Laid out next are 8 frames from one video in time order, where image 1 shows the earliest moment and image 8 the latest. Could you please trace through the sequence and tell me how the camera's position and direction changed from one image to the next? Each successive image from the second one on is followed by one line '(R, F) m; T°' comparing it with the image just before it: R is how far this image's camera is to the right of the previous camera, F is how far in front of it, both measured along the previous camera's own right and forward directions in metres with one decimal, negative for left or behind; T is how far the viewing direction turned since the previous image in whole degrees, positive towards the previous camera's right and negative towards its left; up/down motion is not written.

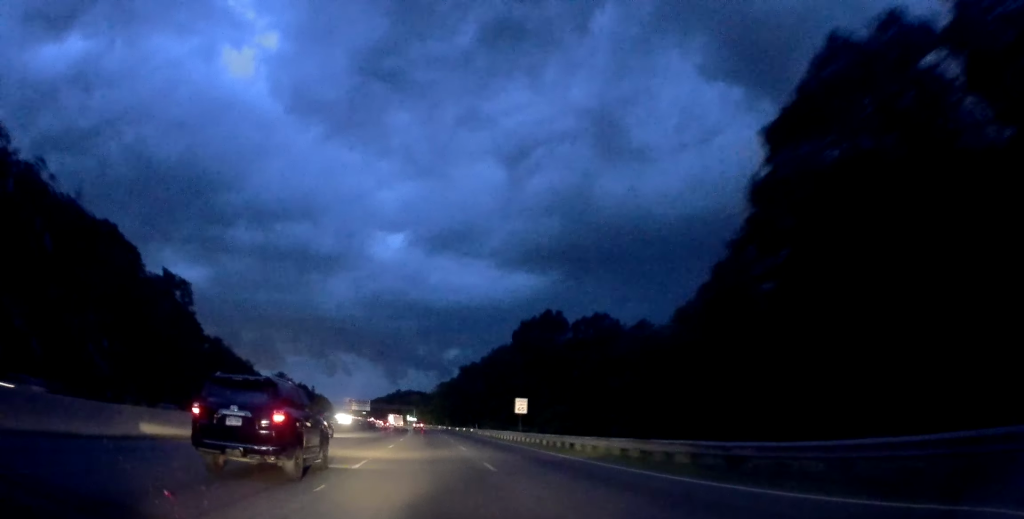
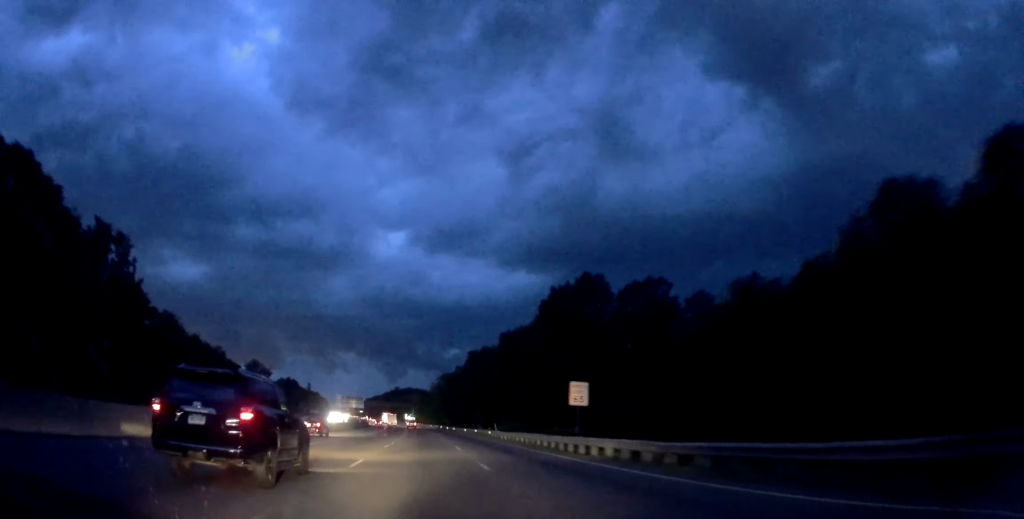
(0.0, +24.1) m; 0°
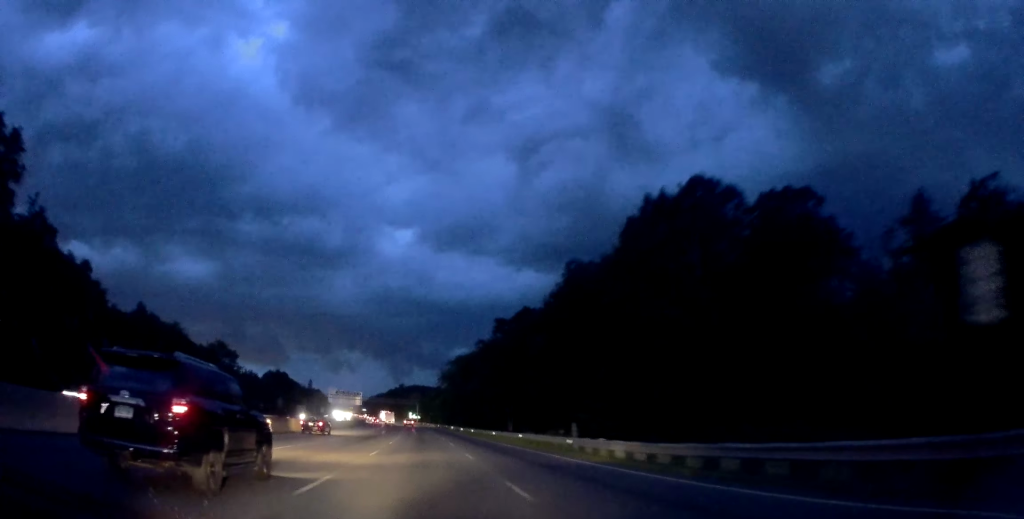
(+0.2, +29.8) m; +1°
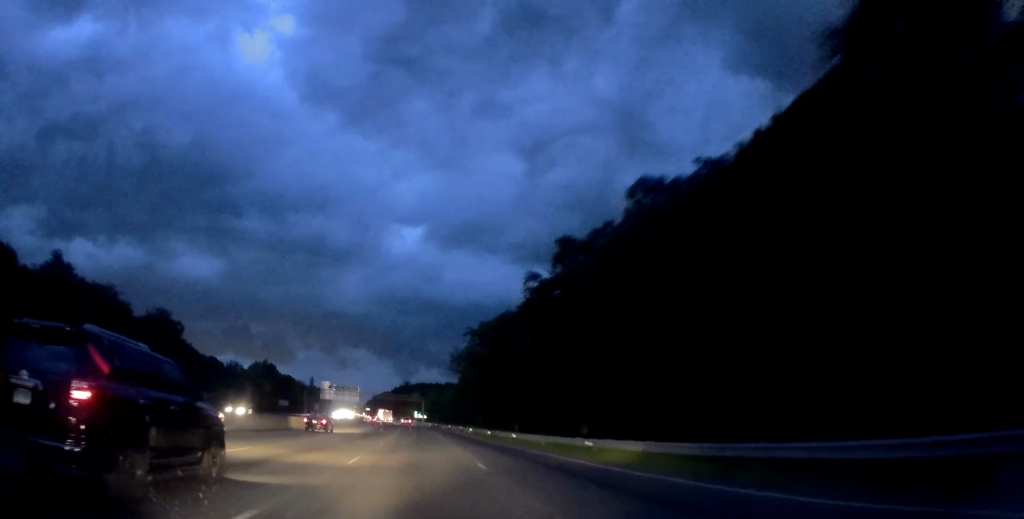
(0.0, +28.9) m; 0°
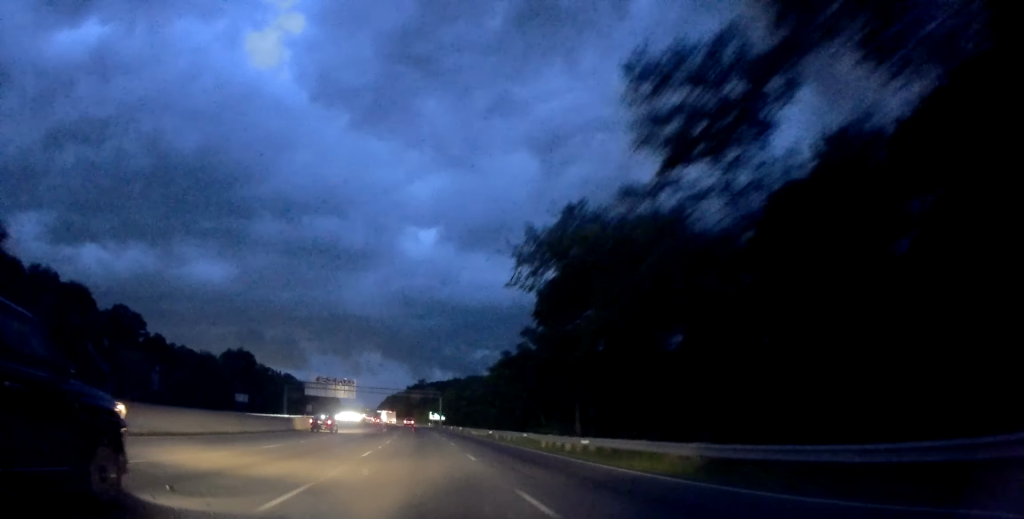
(-0.7, +45.0) m; -1°
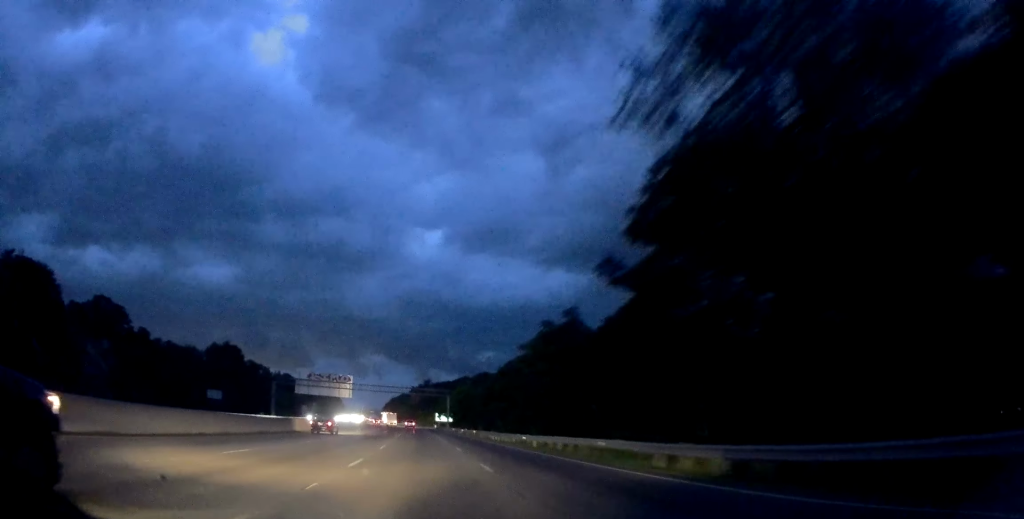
(-0.2, +15.9) m; 0°
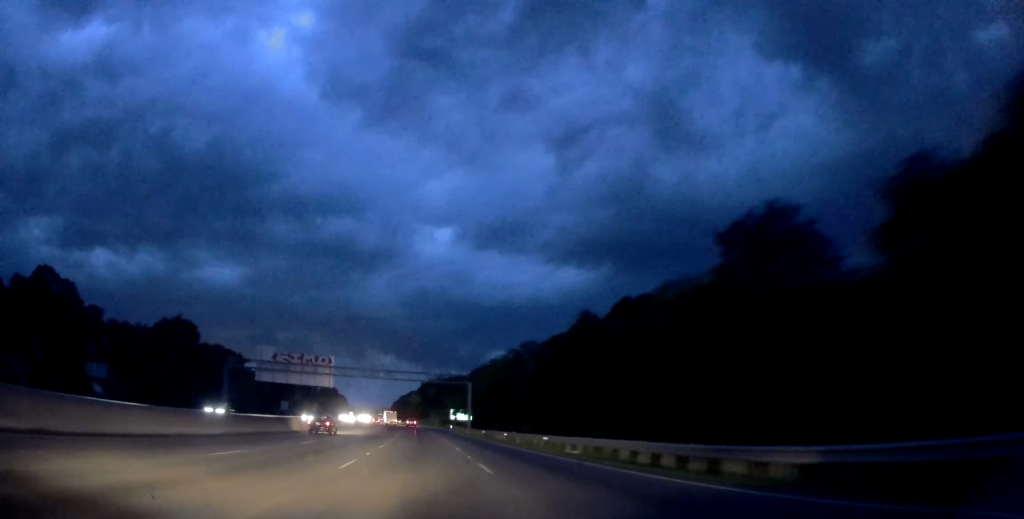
(+0.3, +36.2) m; -1°
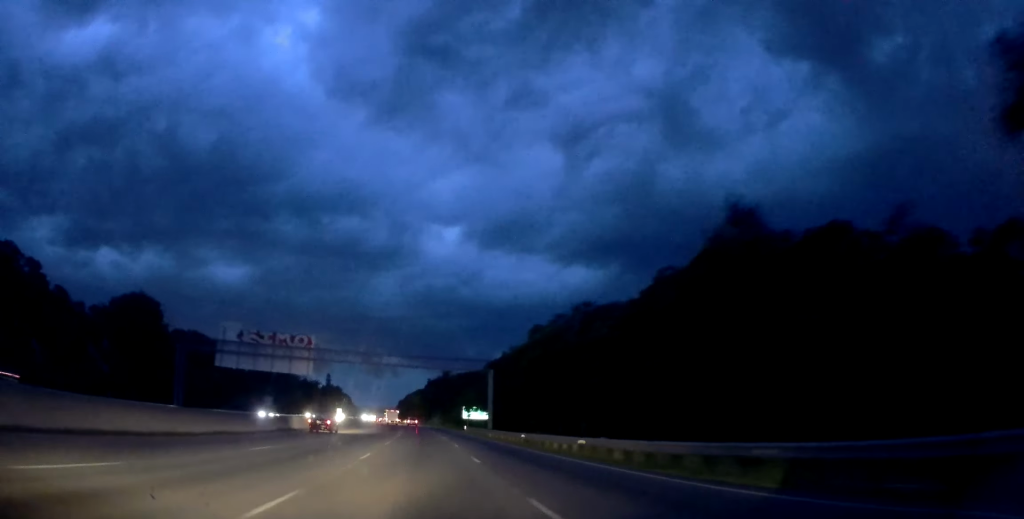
(-0.7, +20.1) m; -2°
